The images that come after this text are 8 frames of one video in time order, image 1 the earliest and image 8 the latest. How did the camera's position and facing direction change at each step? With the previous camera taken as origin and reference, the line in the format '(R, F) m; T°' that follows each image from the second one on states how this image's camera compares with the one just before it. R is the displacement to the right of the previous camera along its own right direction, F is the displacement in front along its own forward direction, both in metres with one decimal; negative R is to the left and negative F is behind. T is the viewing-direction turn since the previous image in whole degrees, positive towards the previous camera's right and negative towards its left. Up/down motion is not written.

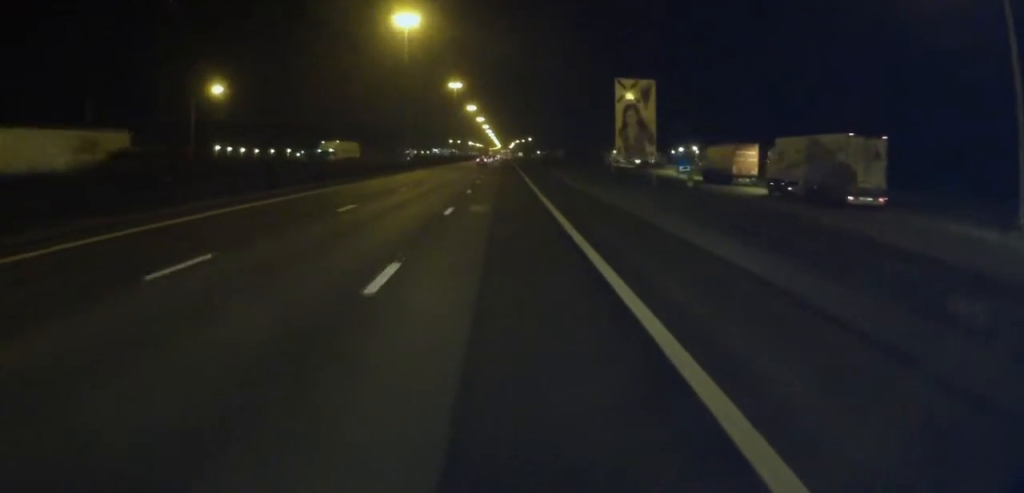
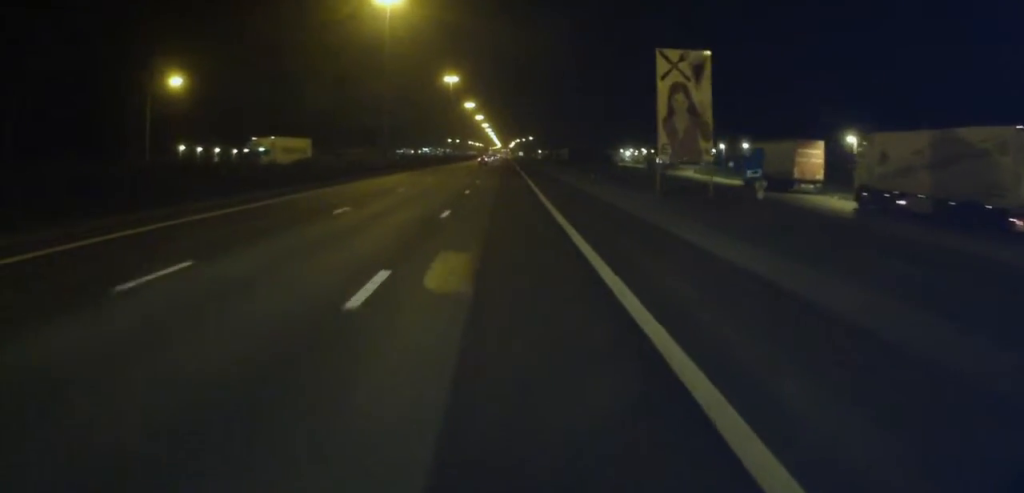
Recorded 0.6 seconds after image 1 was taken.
(-0.3, +13.3) m; 0°
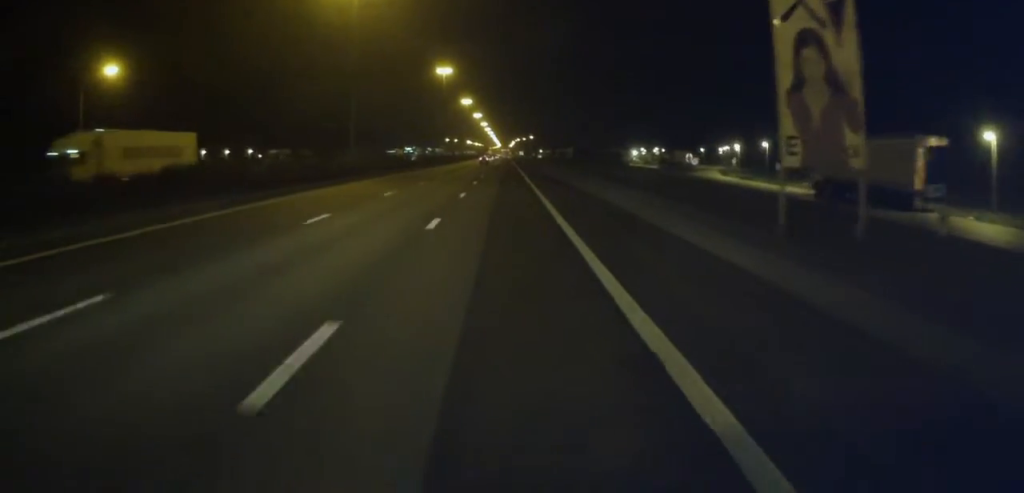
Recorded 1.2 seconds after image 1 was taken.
(+0.3, +15.6) m; 0°
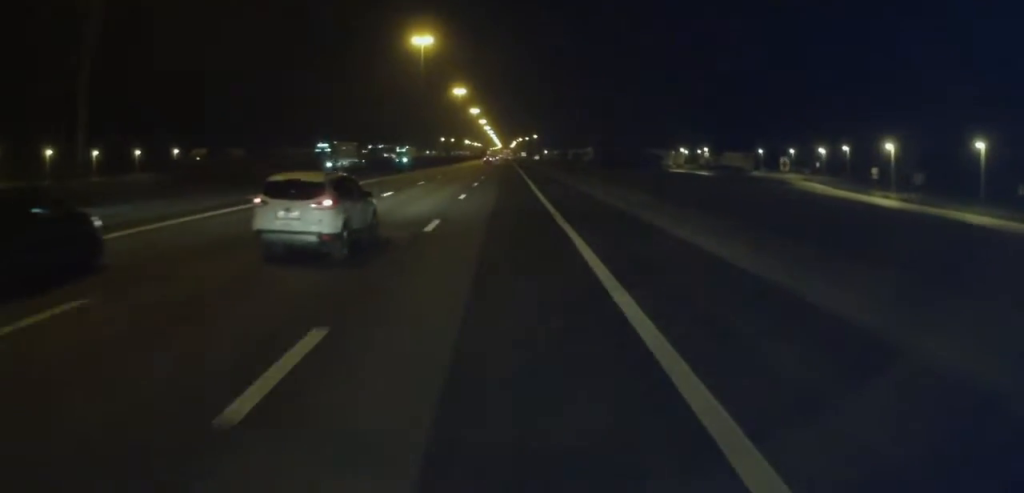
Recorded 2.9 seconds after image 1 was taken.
(-0.2, +38.5) m; 0°
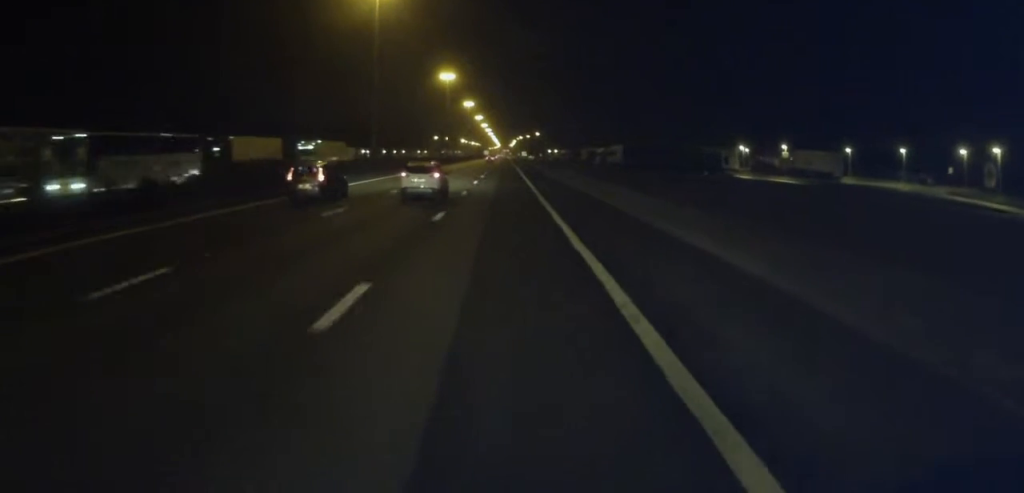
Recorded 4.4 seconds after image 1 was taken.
(0.0, +35.4) m; 0°
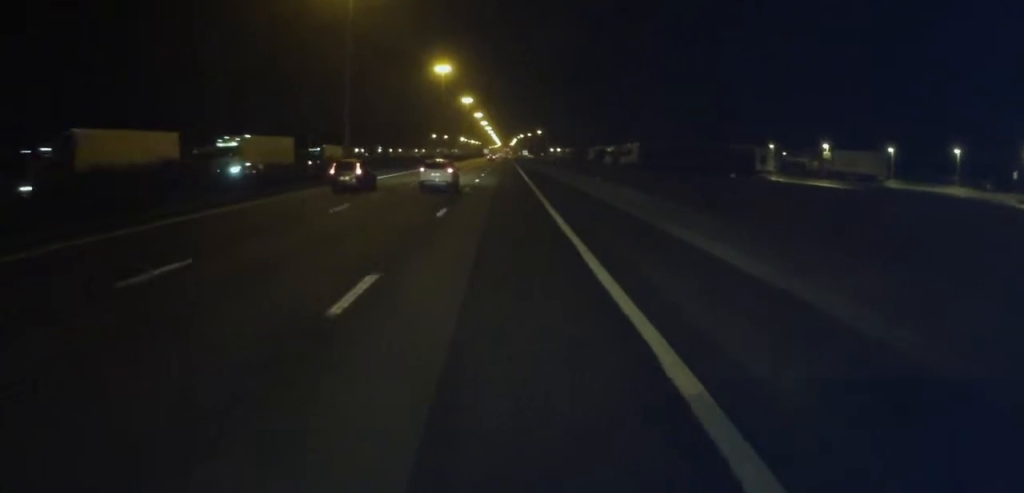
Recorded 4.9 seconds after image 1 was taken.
(0.0, +11.7) m; 0°
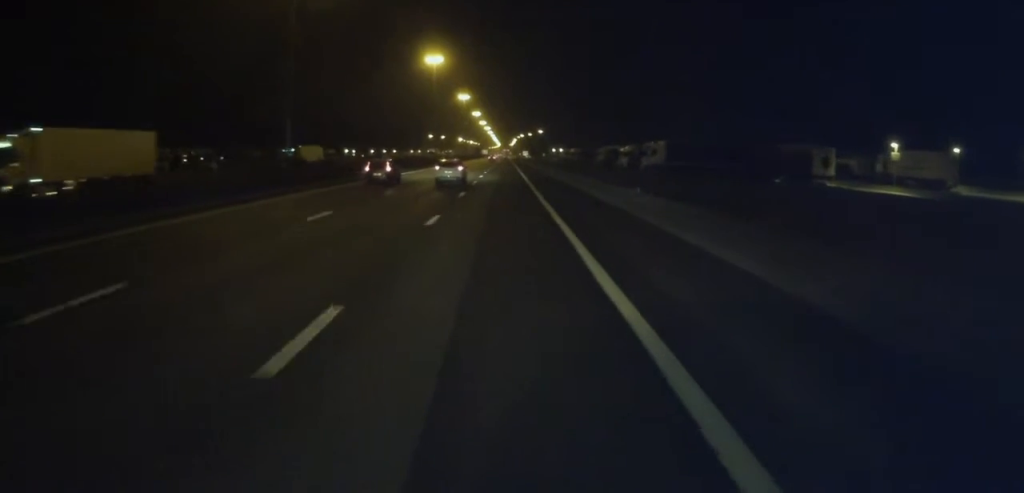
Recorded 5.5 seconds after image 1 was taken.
(+0.3, +14.9) m; +1°
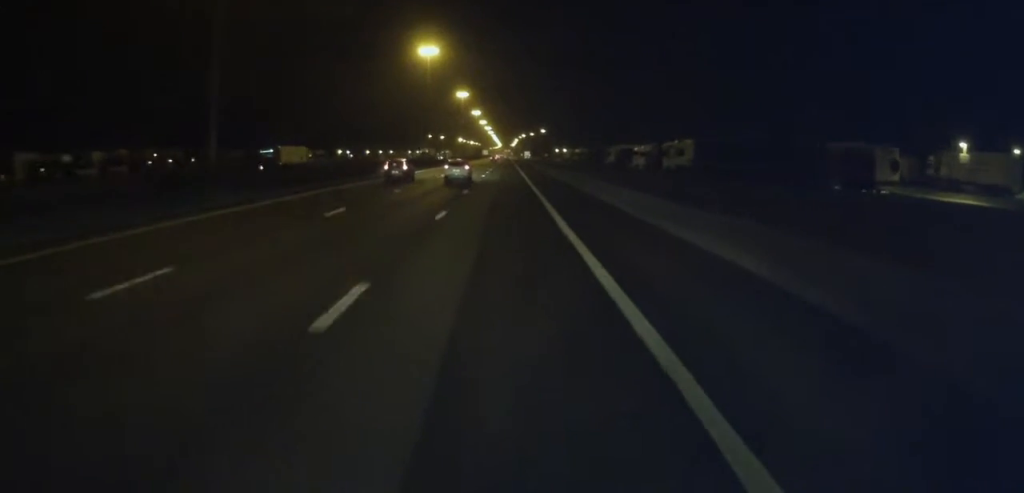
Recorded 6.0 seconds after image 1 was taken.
(0.0, +10.9) m; 0°
